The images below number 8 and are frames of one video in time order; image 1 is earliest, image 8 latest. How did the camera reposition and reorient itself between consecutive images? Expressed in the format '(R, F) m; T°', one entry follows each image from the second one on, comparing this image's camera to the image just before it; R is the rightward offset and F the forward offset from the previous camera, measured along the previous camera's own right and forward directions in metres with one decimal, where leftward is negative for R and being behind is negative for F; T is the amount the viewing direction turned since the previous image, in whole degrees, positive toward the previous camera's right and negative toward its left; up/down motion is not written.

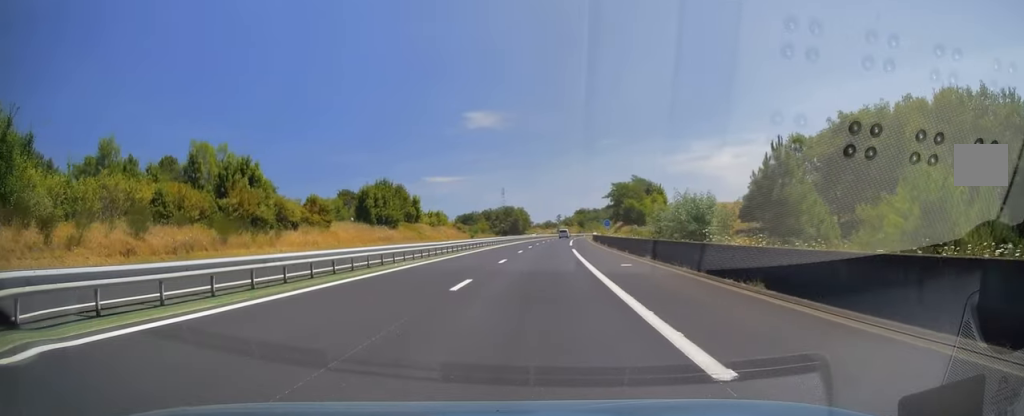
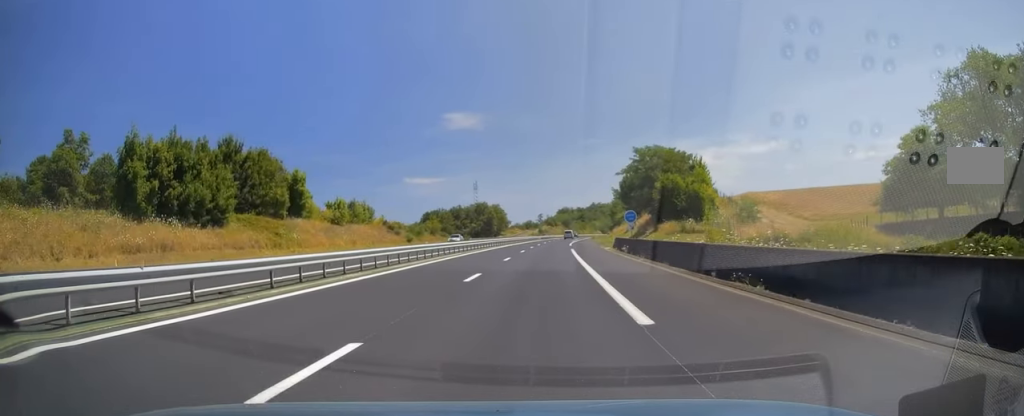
(+0.9, +48.4) m; +2°
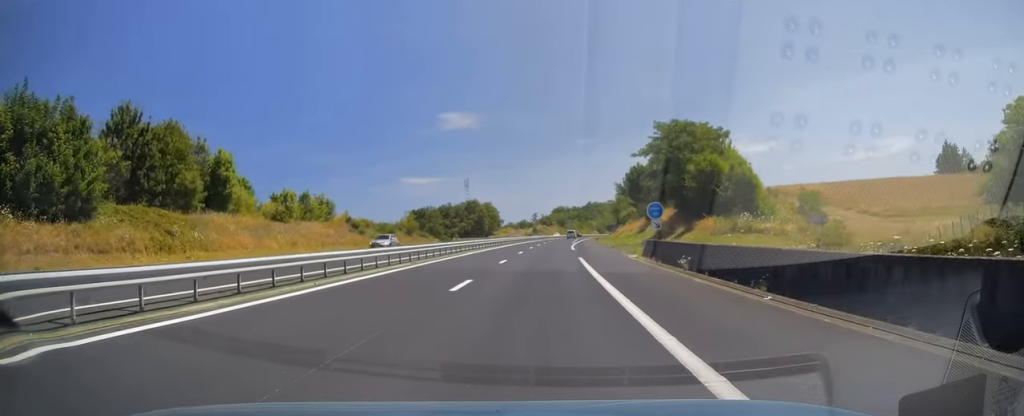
(+0.2, +15.8) m; 0°
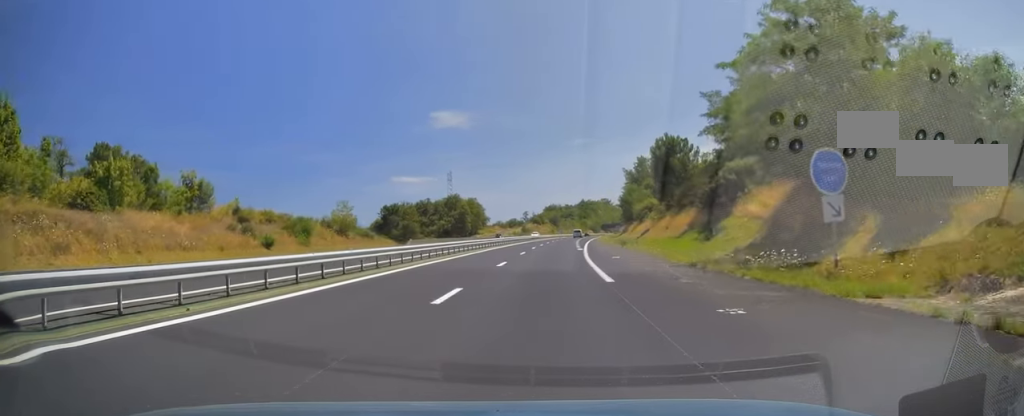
(+0.2, +28.7) m; +1°
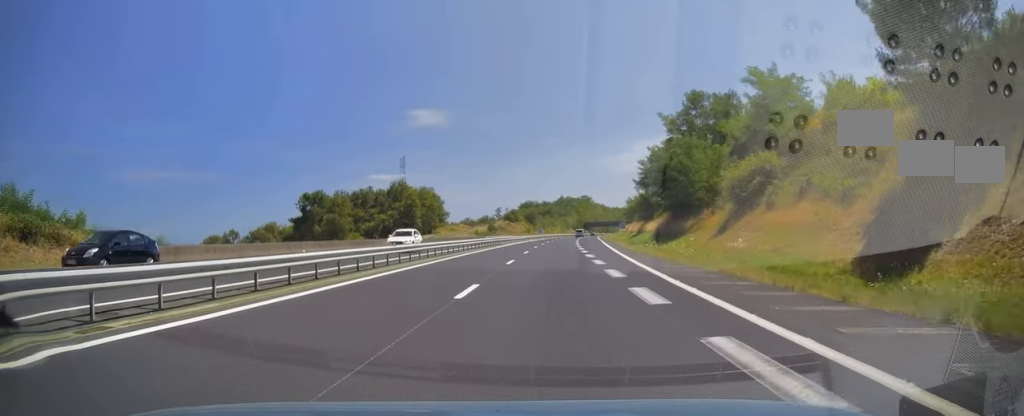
(+0.8, +50.9) m; +2°
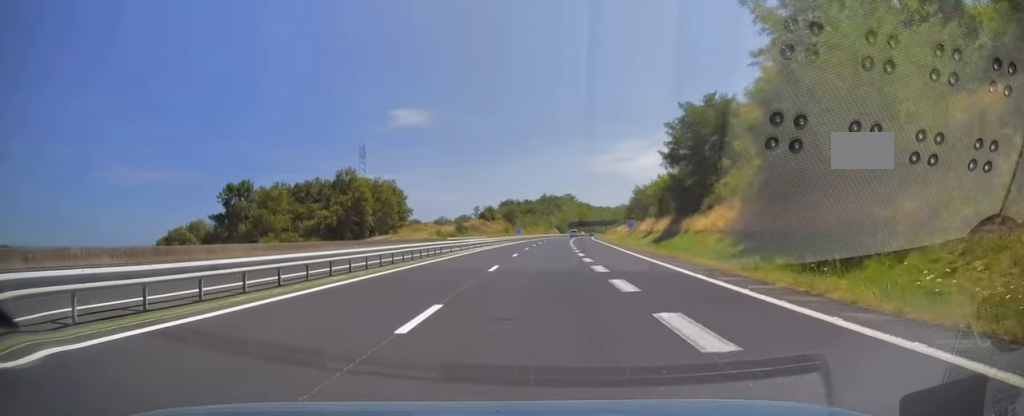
(+0.4, +30.1) m; +2°
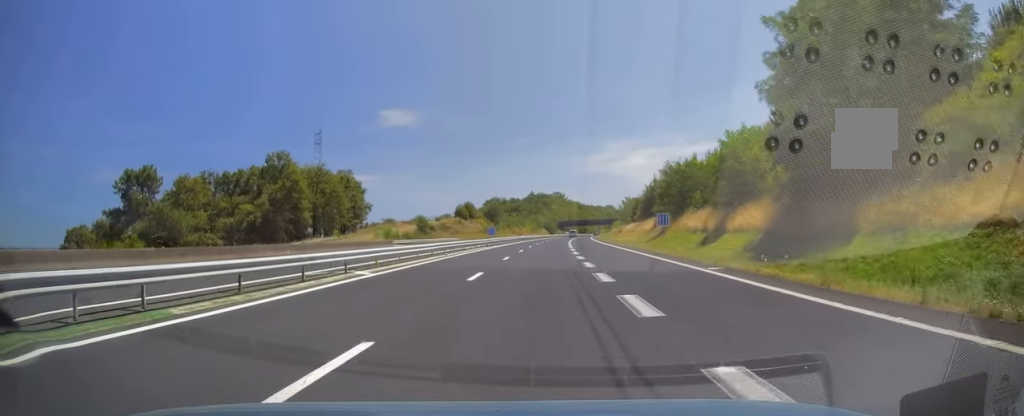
(+0.5, +29.6) m; +1°
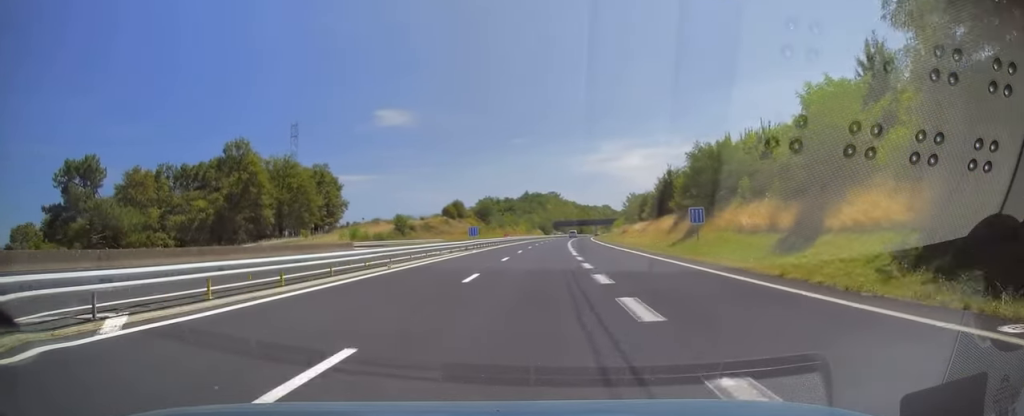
(-0.1, +13.3) m; 0°
